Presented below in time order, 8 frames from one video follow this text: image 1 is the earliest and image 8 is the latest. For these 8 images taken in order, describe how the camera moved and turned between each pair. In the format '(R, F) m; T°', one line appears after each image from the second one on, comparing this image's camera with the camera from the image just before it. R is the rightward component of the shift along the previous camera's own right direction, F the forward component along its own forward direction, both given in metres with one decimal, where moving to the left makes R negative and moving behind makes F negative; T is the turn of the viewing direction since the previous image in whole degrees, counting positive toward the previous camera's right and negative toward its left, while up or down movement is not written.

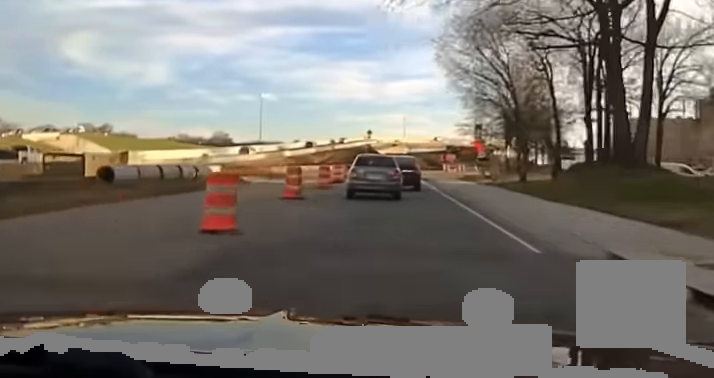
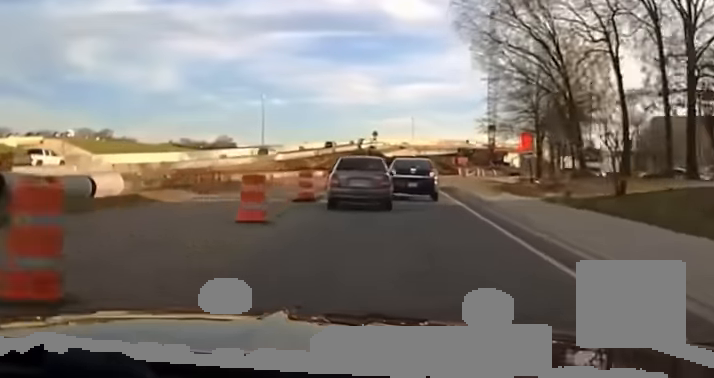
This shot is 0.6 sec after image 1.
(0.0, +15.8) m; 0°
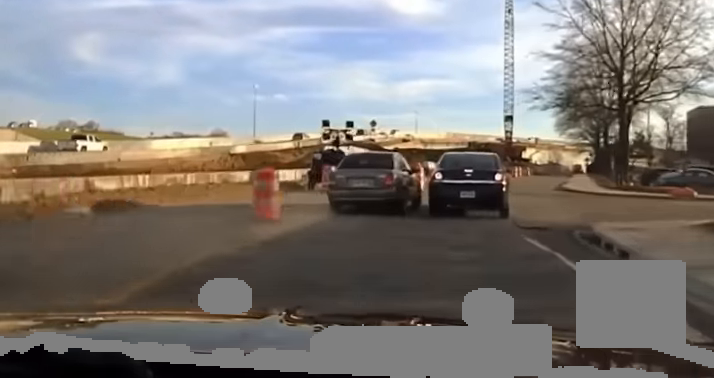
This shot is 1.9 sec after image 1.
(0.0, +25.3) m; +2°
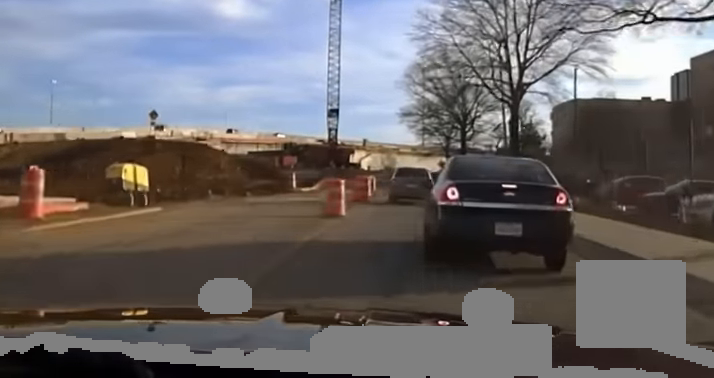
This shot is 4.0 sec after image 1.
(+3.3, +35.4) m; +12°
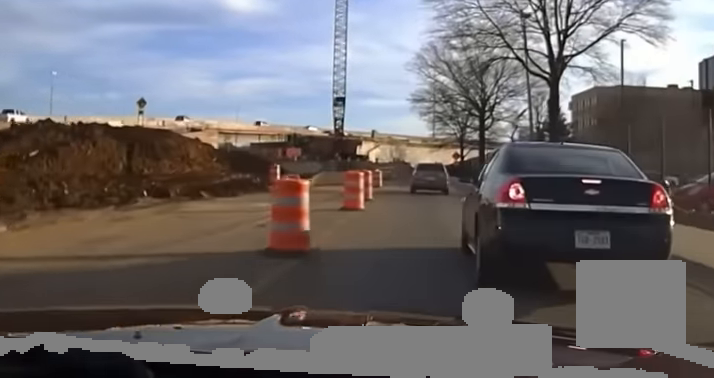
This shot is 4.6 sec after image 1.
(+0.5, +9.0) m; +2°
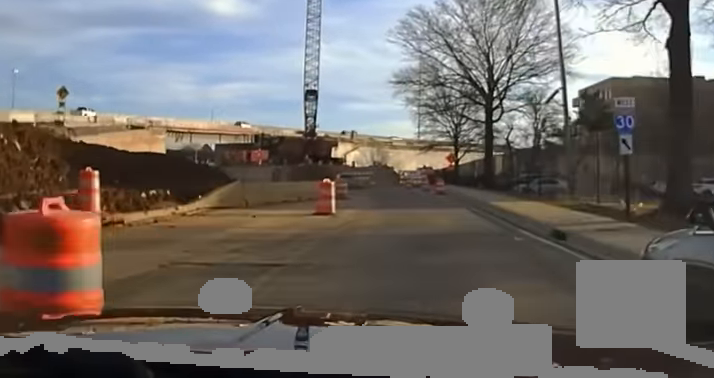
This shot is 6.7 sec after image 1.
(-0.5, +25.1) m; -1°
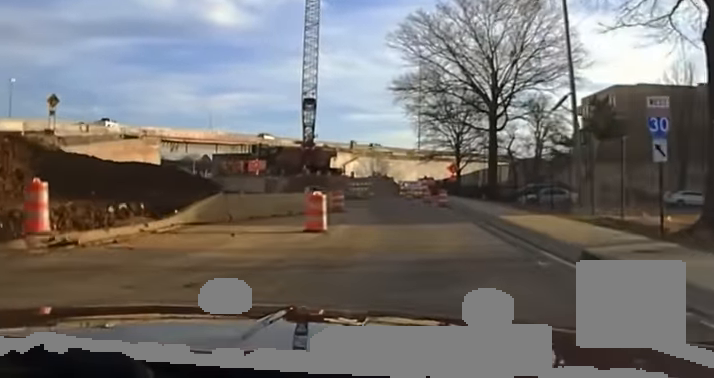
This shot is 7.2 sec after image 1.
(0.0, +4.8) m; +1°
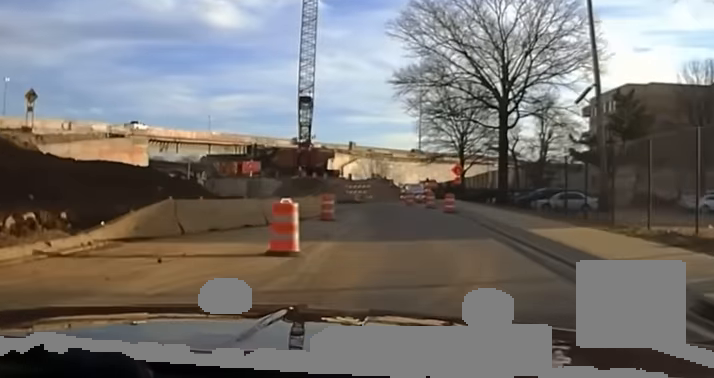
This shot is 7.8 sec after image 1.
(0.0, +7.6) m; +1°
